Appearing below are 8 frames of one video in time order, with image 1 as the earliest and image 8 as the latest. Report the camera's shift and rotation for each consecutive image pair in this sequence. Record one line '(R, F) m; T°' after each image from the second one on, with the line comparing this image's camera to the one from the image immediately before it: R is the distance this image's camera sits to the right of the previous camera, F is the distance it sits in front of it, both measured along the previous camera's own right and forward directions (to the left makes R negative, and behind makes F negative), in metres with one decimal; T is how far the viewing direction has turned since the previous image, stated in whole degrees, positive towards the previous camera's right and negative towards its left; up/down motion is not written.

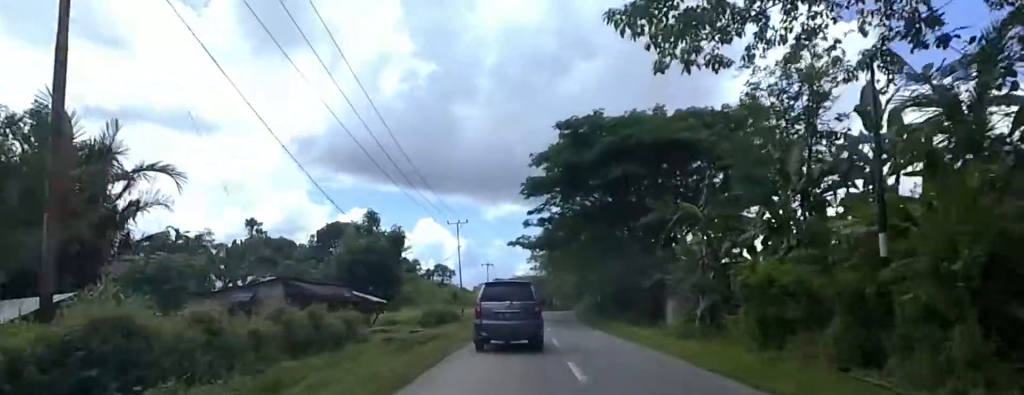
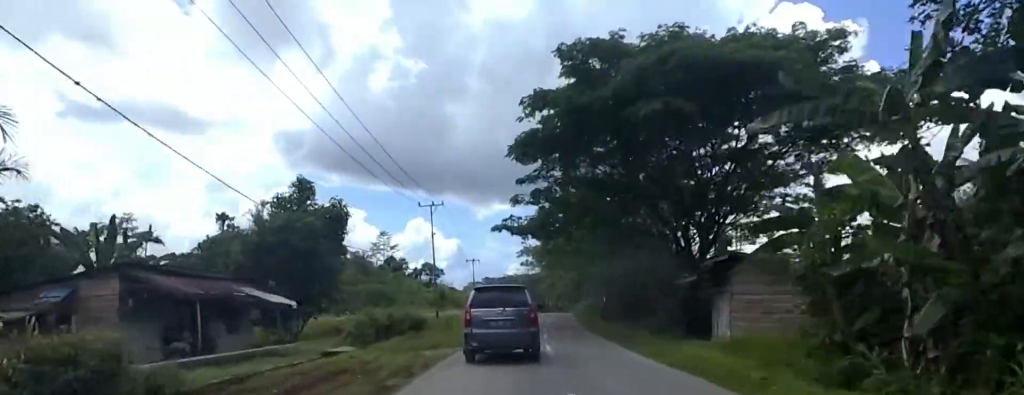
(0.0, +11.1) m; 0°
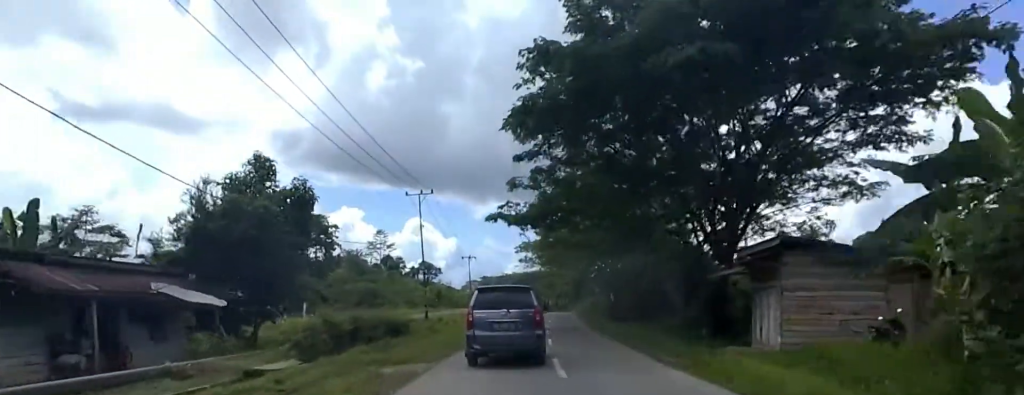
(0.0, +4.7) m; 0°
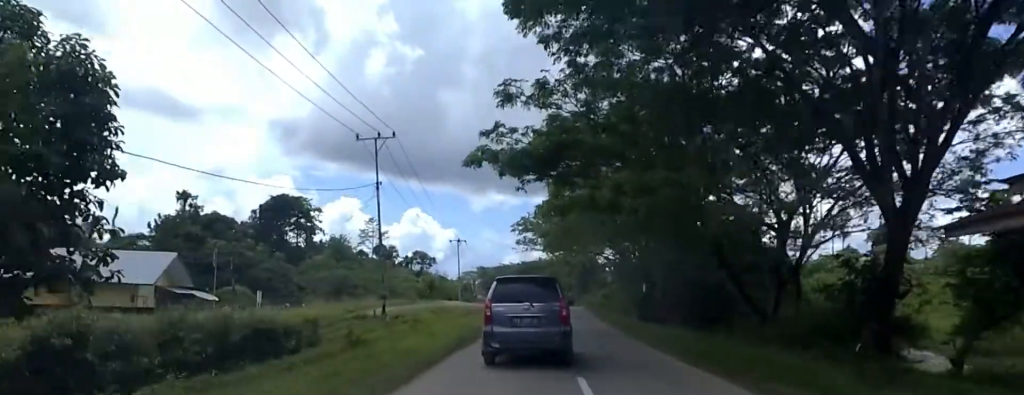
(0.0, +12.7) m; 0°
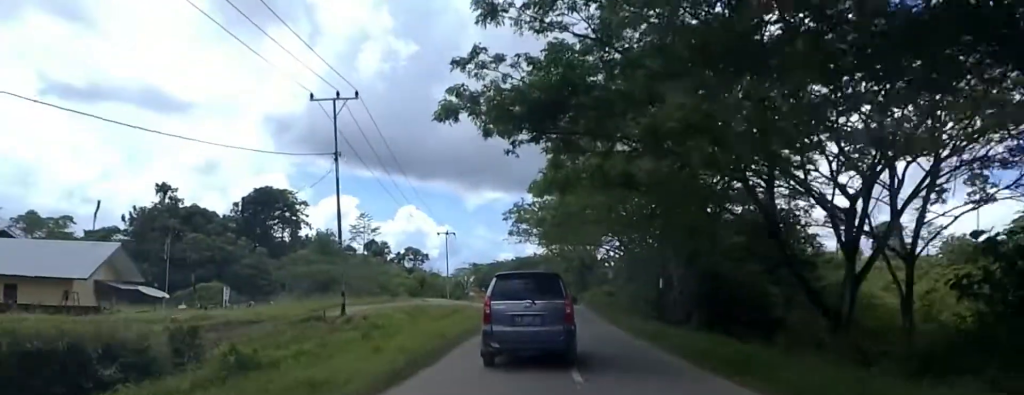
(0.0, +5.6) m; 0°
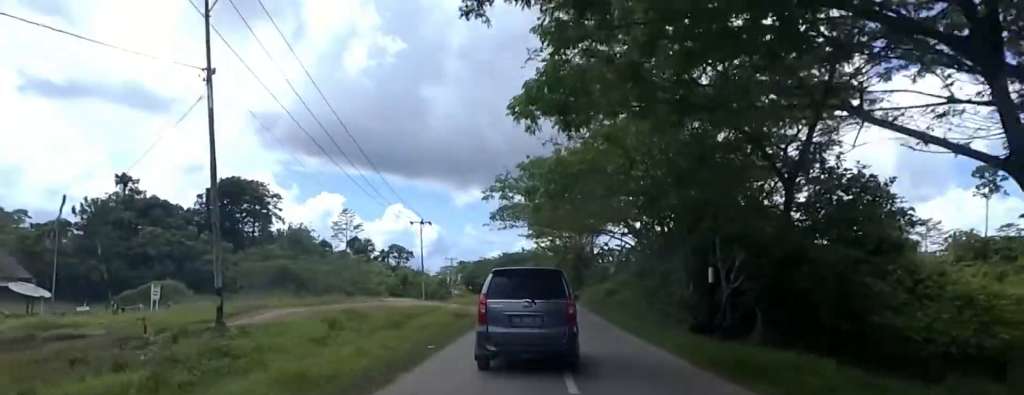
(0.0, +8.8) m; 0°
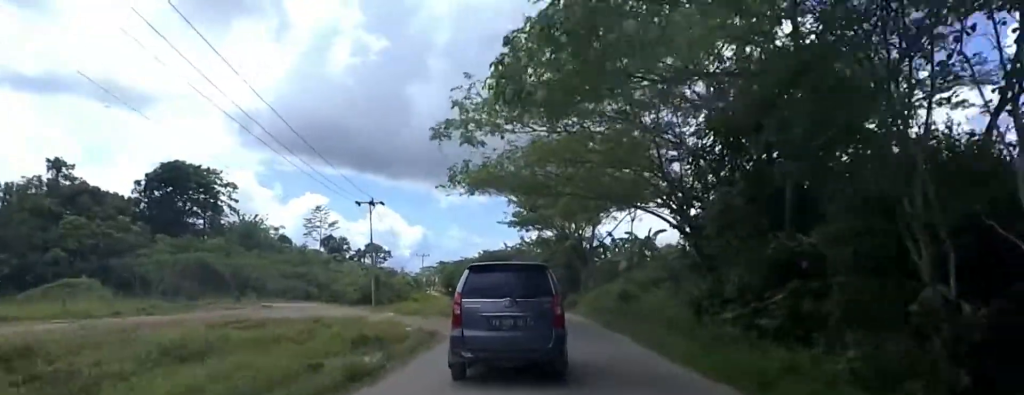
(0.0, +13.4) m; +5°
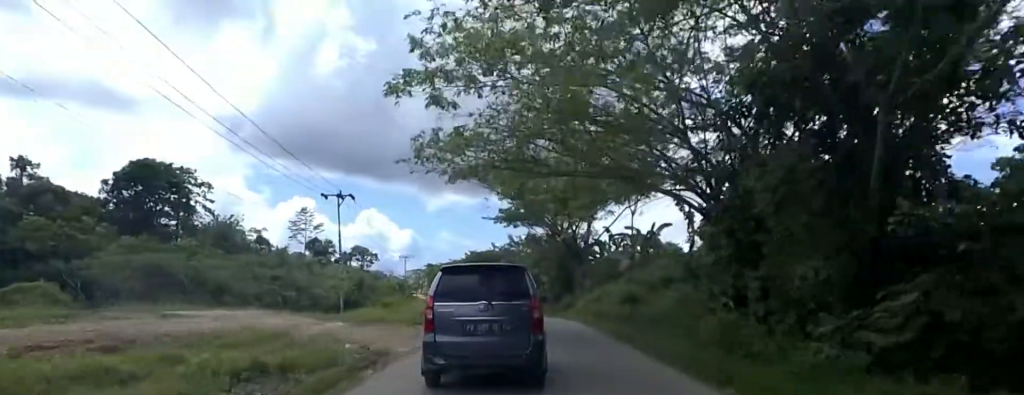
(-0.2, +4.9) m; +4°
